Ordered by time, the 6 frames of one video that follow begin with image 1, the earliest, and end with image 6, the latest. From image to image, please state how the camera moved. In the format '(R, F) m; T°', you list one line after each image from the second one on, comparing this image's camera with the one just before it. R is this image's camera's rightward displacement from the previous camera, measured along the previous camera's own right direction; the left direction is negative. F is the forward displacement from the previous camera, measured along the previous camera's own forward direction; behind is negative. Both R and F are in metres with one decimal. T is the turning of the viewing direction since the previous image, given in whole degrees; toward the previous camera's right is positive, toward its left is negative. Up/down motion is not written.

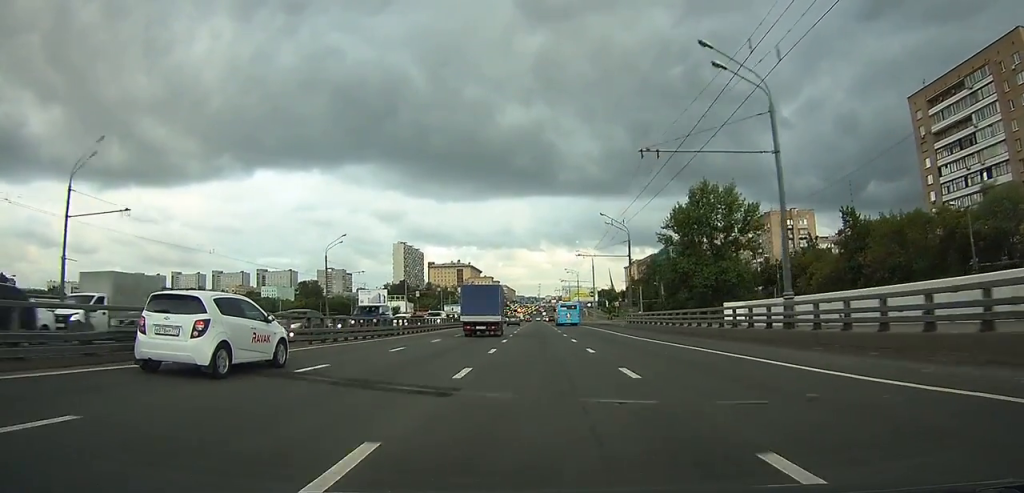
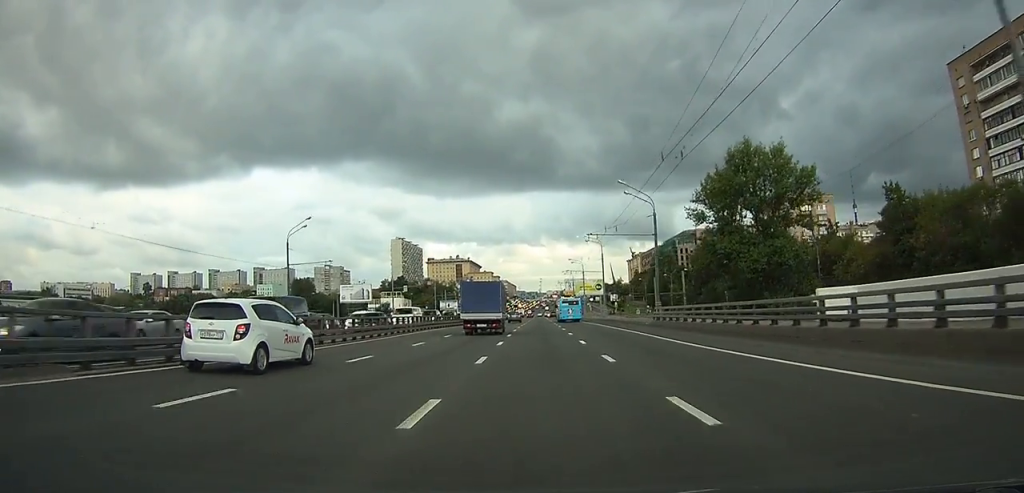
(-0.1, +12.7) m; 0°
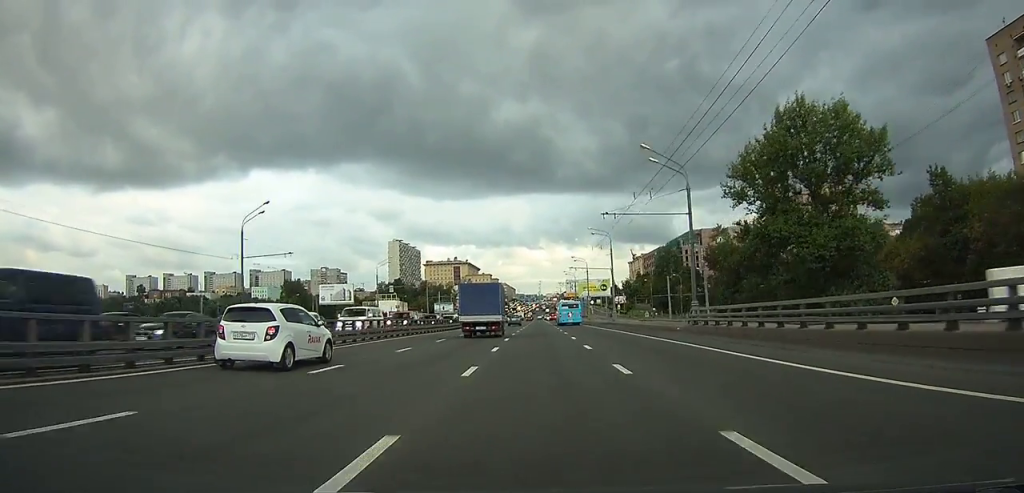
(0.0, +10.7) m; 0°
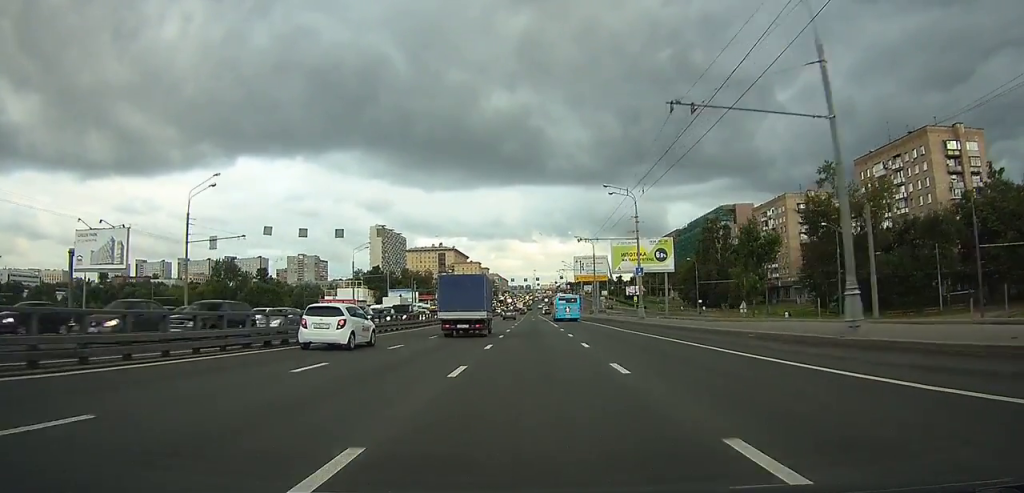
(+0.5, +57.3) m; +1°
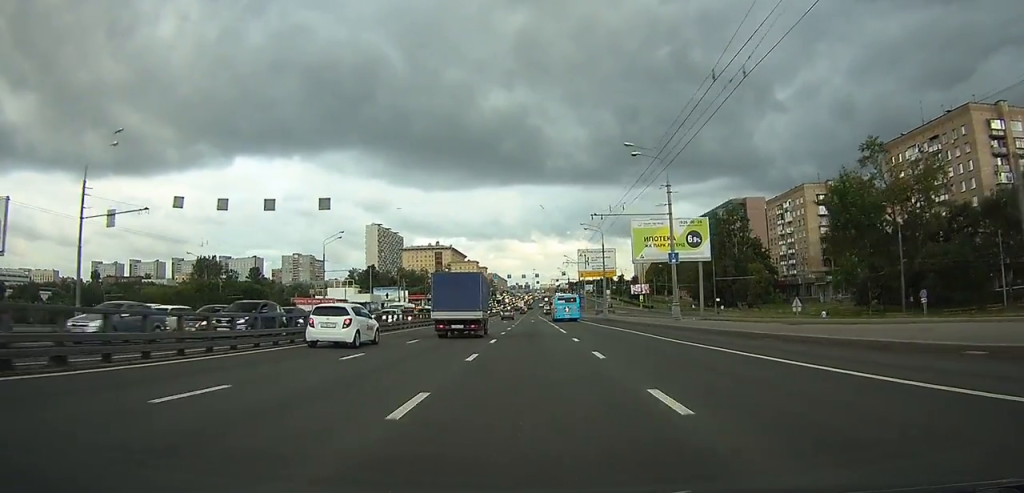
(0.0, +12.8) m; 0°
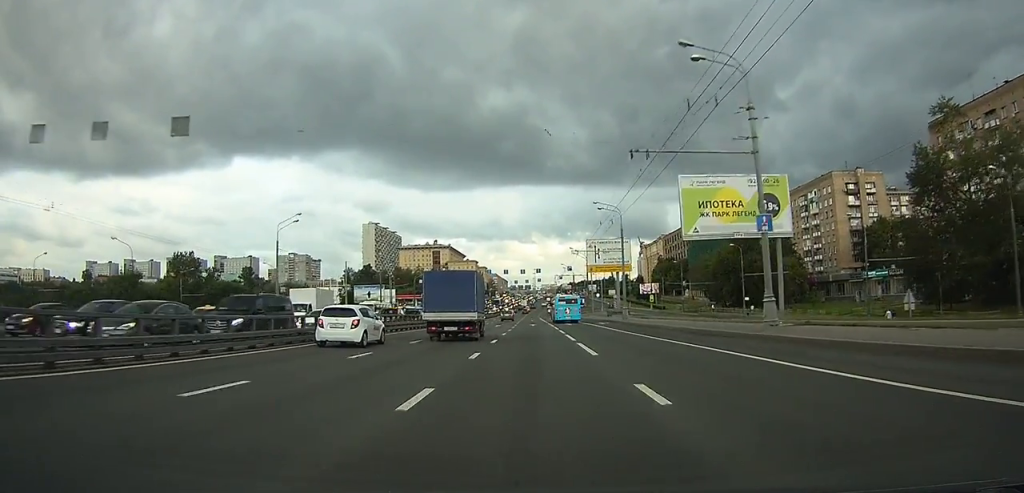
(0.0, +15.4) m; 0°
